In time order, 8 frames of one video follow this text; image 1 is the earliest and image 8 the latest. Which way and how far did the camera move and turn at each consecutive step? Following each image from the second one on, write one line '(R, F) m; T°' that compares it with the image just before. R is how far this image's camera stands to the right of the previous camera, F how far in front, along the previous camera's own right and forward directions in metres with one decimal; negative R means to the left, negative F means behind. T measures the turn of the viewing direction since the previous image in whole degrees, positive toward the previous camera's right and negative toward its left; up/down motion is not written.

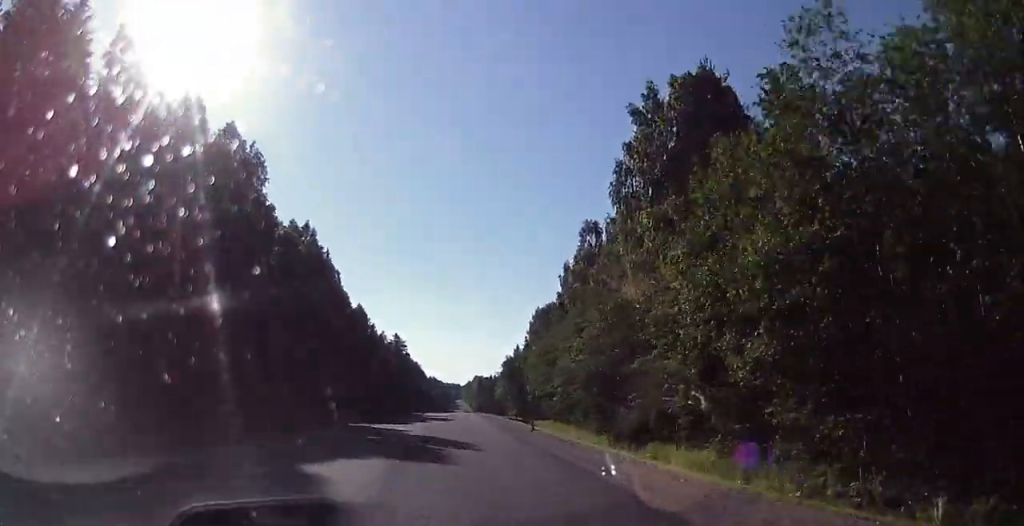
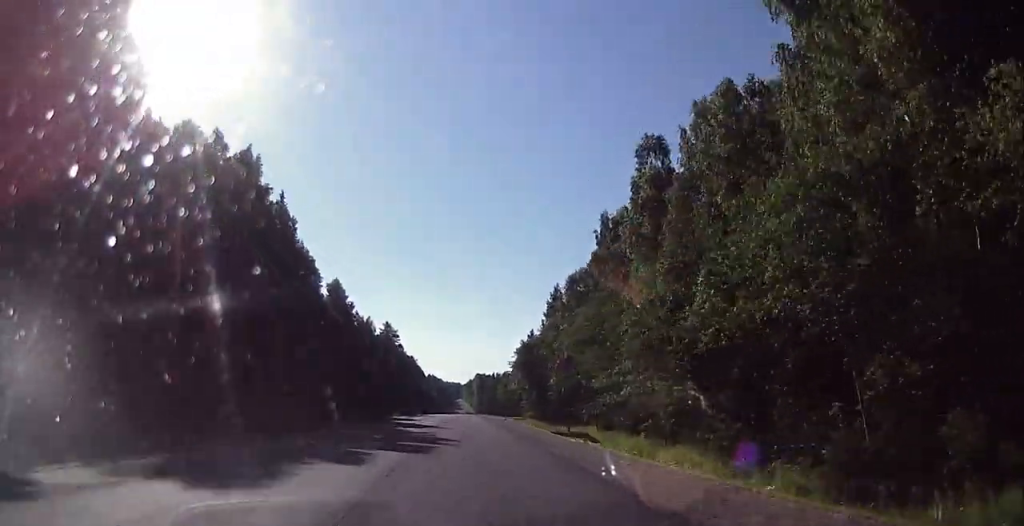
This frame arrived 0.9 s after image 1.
(-0.1, +29.8) m; 0°
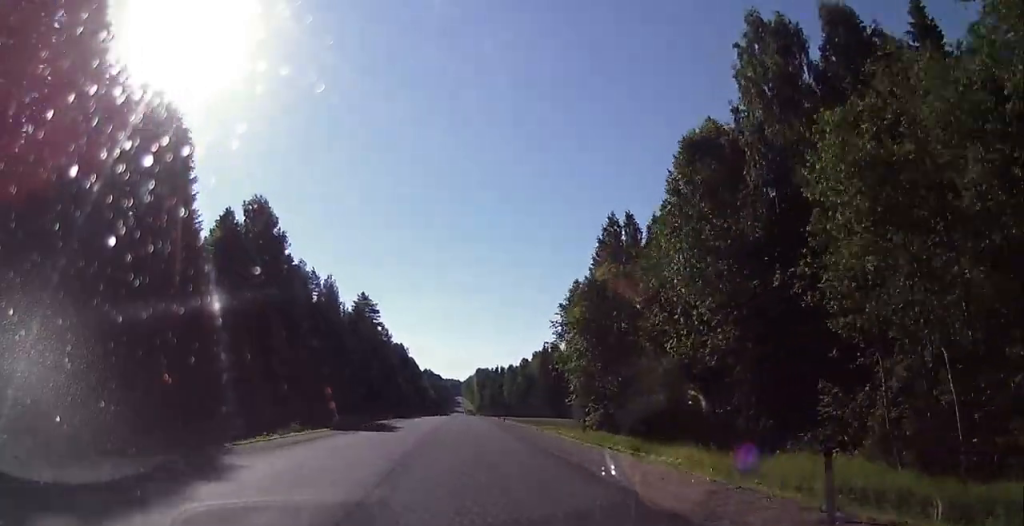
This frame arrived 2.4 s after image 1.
(+0.9, +47.0) m; +2°
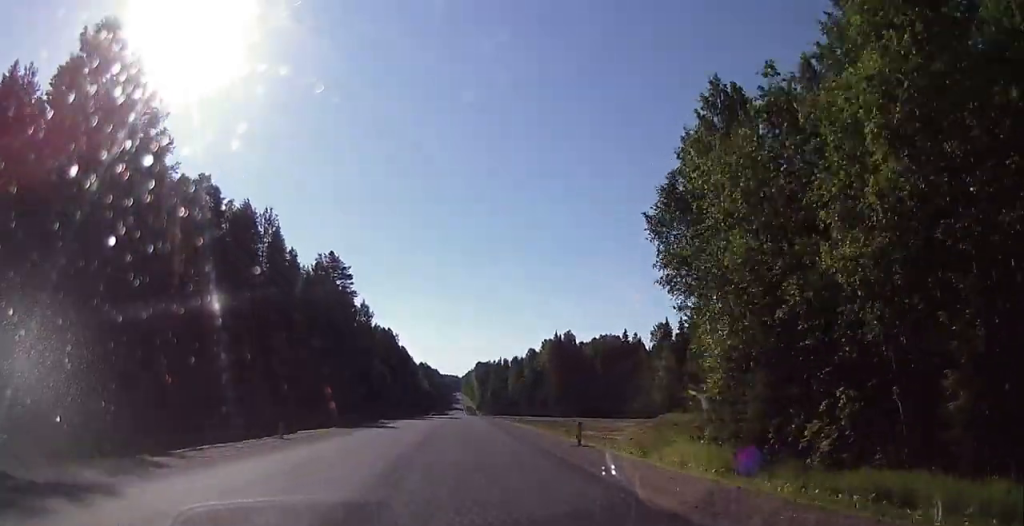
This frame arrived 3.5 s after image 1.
(+0.1, +35.1) m; +1°
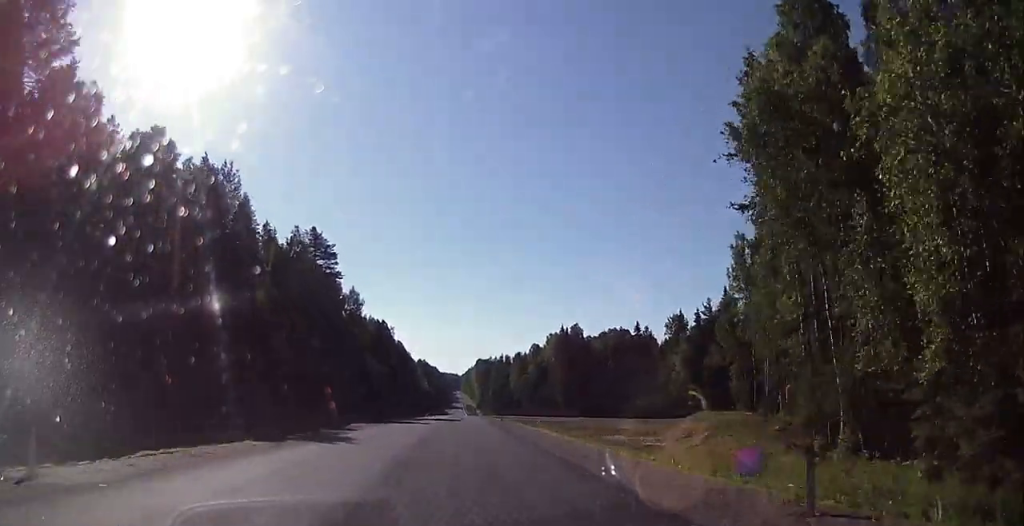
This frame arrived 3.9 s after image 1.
(+0.1, +13.8) m; 0°
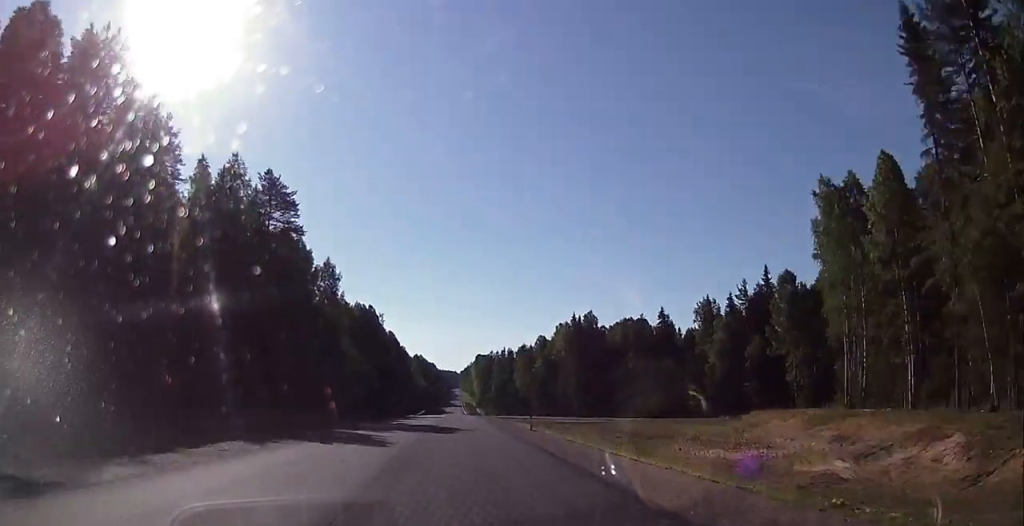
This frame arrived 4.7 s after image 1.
(+0.2, +23.5) m; 0°
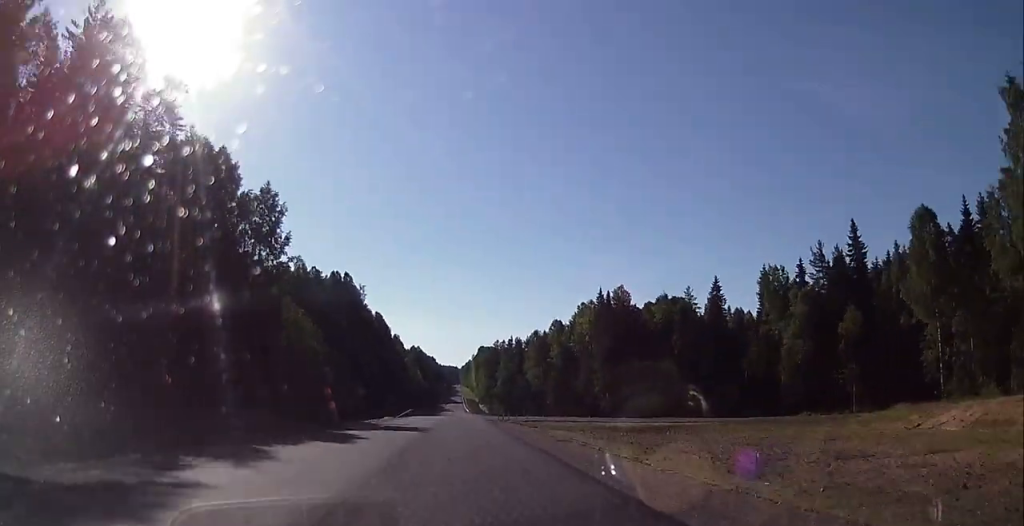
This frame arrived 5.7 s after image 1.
(-0.3, +34.4) m; -1°
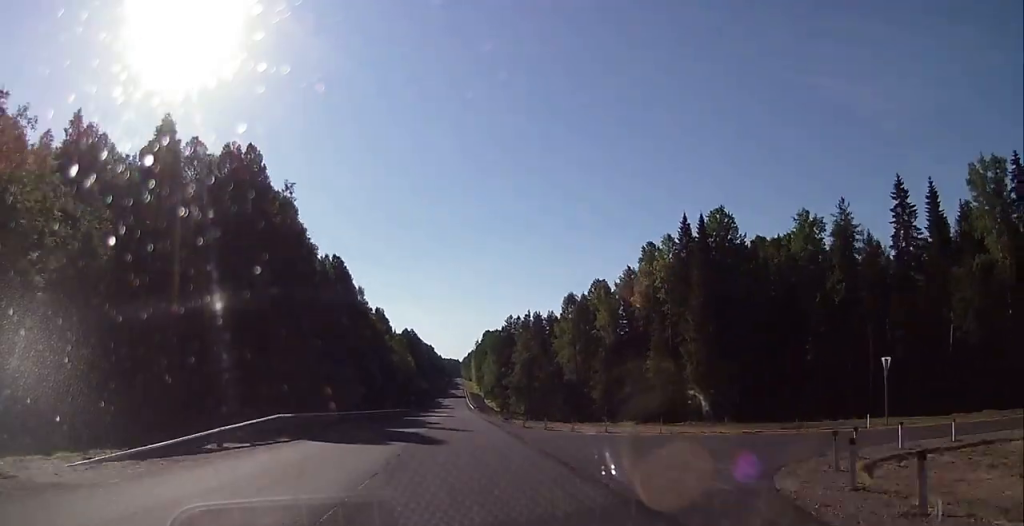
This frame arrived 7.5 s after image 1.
(-0.5, +58.6) m; 0°
